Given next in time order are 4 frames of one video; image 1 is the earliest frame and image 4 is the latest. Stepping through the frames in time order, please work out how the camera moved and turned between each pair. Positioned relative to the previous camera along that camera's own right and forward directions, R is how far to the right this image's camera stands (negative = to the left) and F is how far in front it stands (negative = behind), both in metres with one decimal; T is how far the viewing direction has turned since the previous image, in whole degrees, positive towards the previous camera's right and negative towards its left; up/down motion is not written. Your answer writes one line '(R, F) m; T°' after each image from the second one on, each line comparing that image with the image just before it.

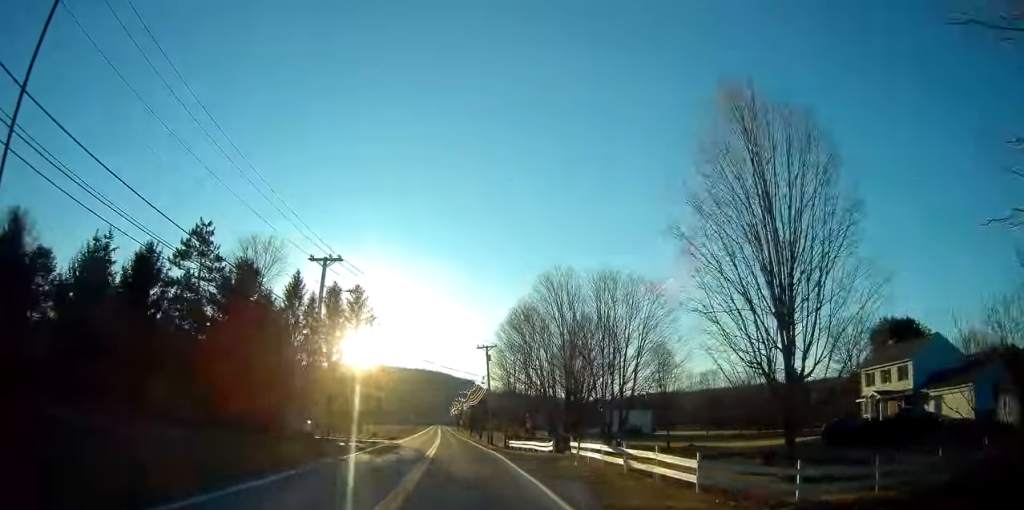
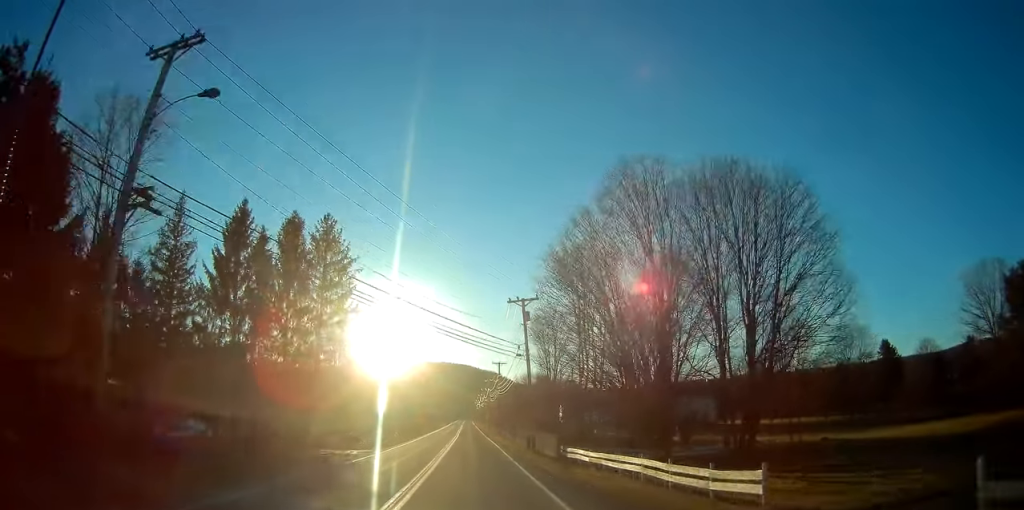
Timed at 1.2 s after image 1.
(-0.2, +24.6) m; -3°
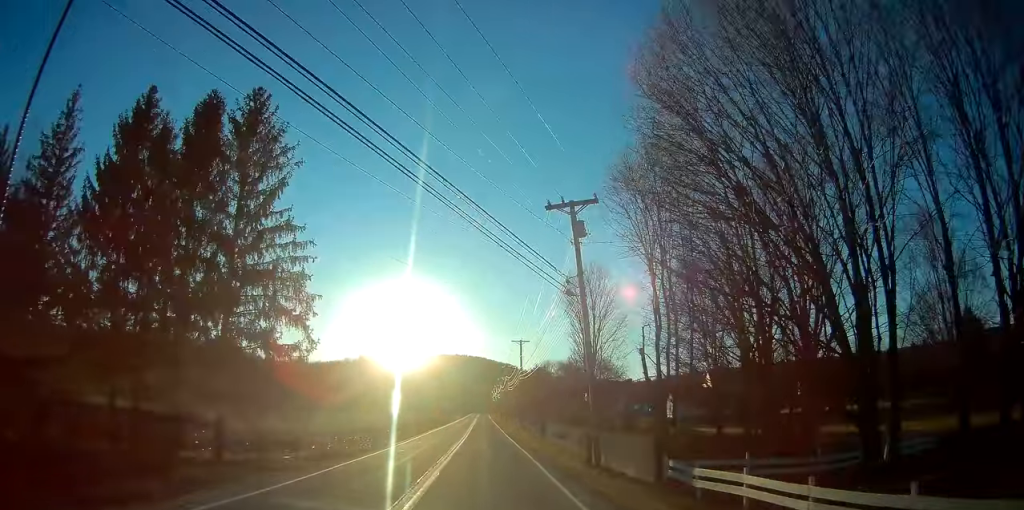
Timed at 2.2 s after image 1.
(-0.9, +19.2) m; -1°
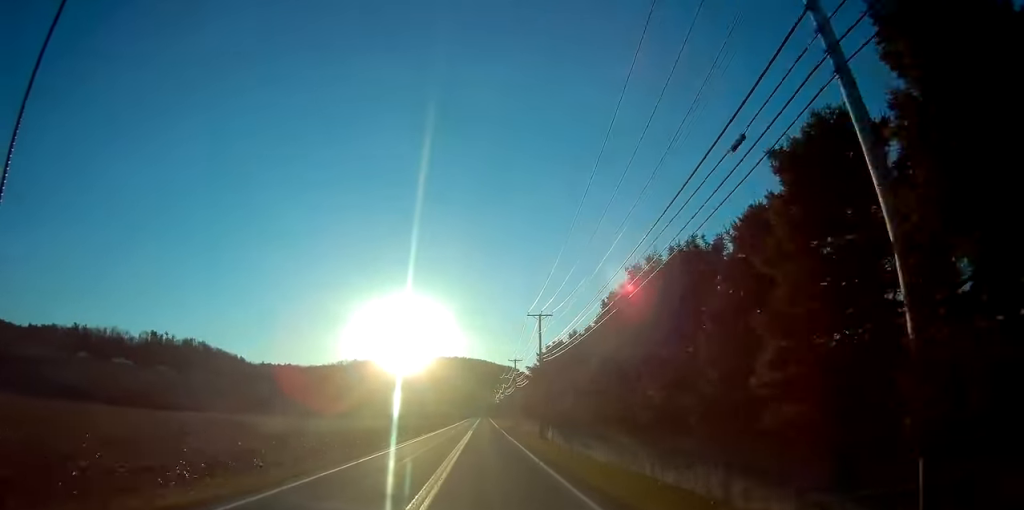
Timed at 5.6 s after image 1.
(+0.5, +69.2) m; 0°
